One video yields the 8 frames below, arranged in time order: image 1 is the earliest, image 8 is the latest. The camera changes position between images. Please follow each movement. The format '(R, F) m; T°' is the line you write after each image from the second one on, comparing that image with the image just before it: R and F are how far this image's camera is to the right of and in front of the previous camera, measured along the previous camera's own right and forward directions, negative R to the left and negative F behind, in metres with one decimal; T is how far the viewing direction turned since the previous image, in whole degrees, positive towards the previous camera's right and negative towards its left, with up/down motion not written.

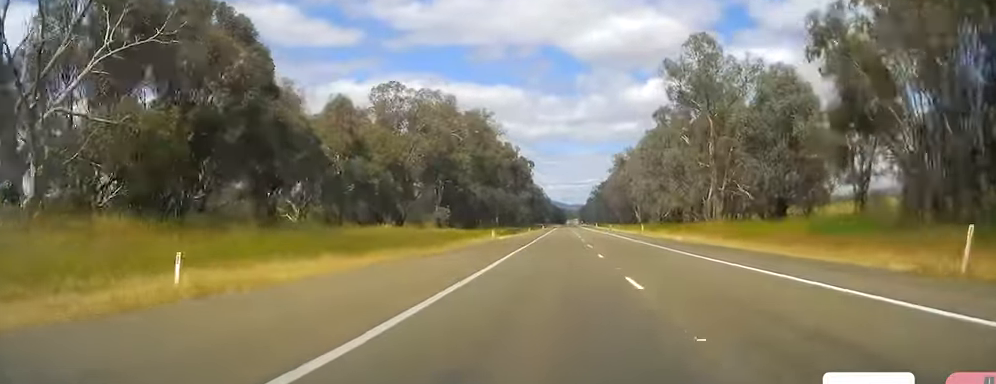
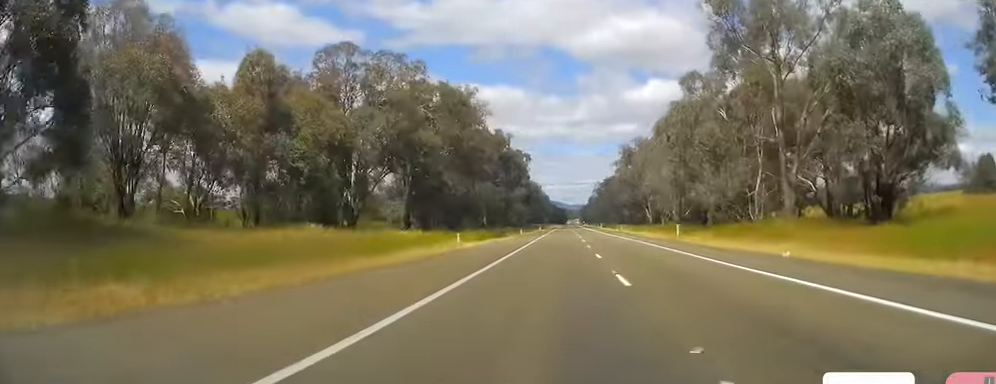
(-0.1, +23.3) m; 0°
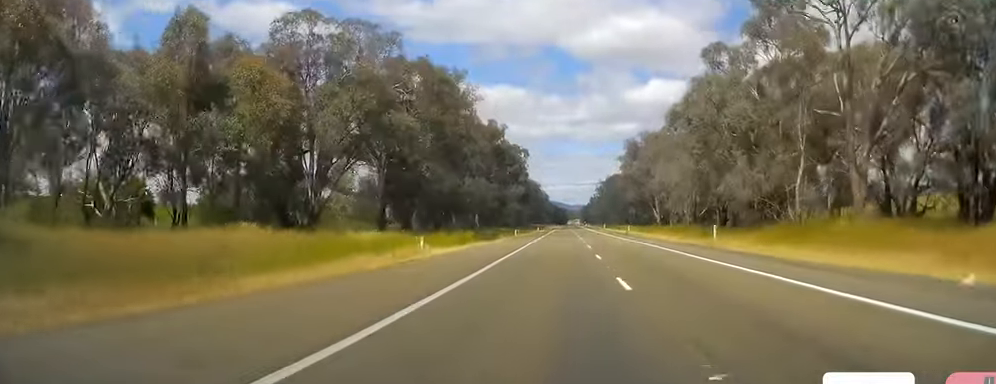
(+0.1, +12.6) m; 0°
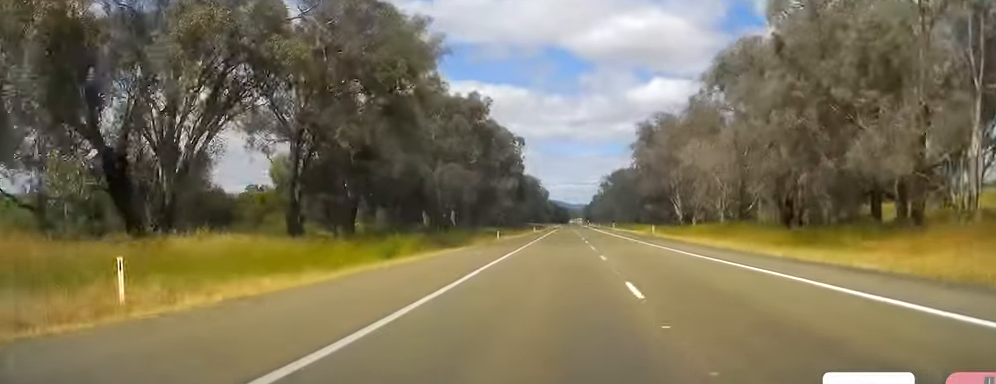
(0.0, +26.3) m; 0°
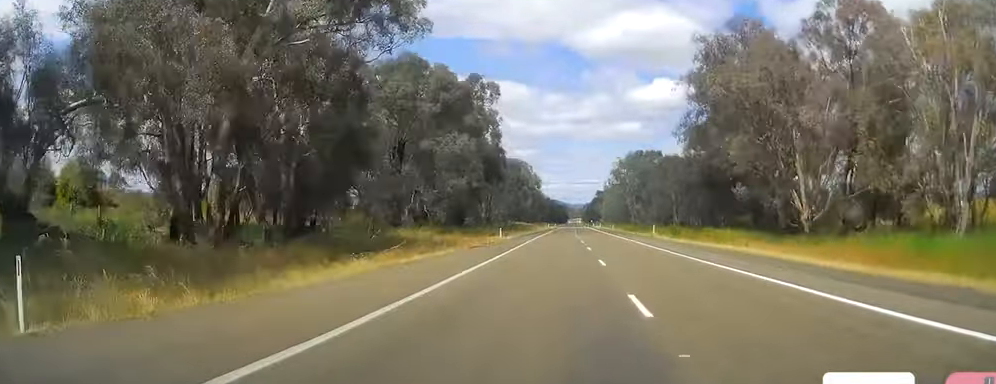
(+0.3, +63.3) m; 0°
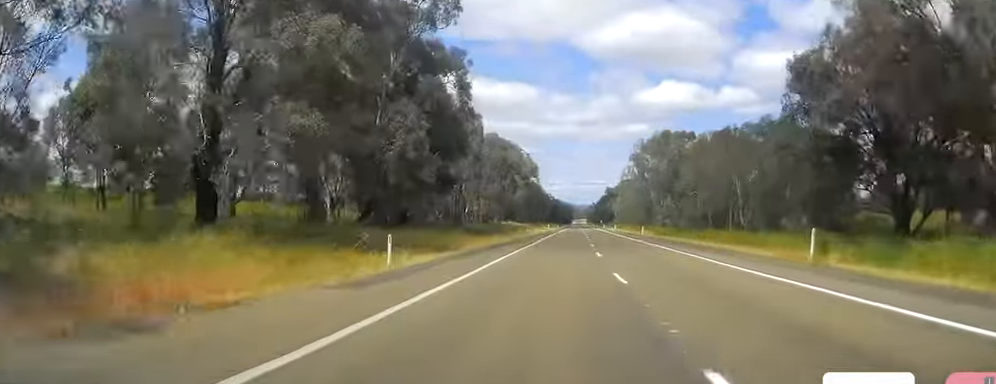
(-0.7, +43.5) m; -1°
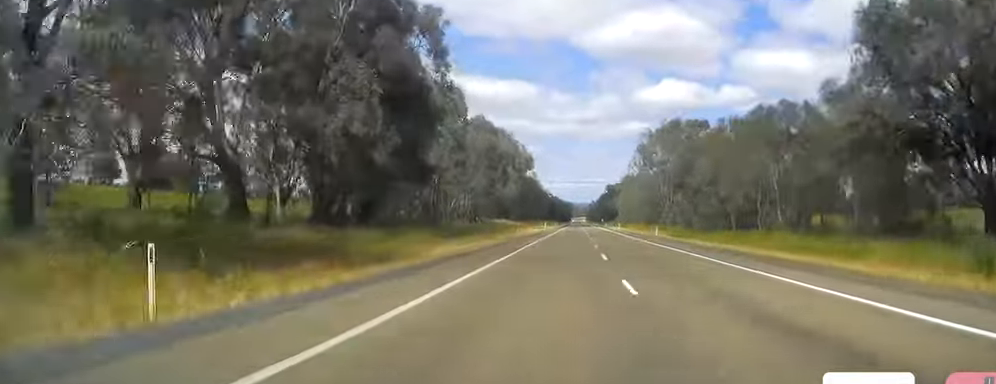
(+0.3, +14.5) m; +1°
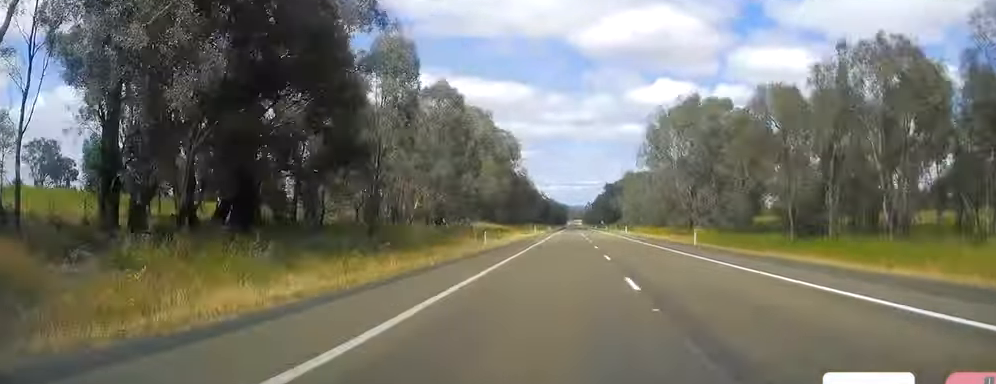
(+0.3, +23.2) m; +1°
